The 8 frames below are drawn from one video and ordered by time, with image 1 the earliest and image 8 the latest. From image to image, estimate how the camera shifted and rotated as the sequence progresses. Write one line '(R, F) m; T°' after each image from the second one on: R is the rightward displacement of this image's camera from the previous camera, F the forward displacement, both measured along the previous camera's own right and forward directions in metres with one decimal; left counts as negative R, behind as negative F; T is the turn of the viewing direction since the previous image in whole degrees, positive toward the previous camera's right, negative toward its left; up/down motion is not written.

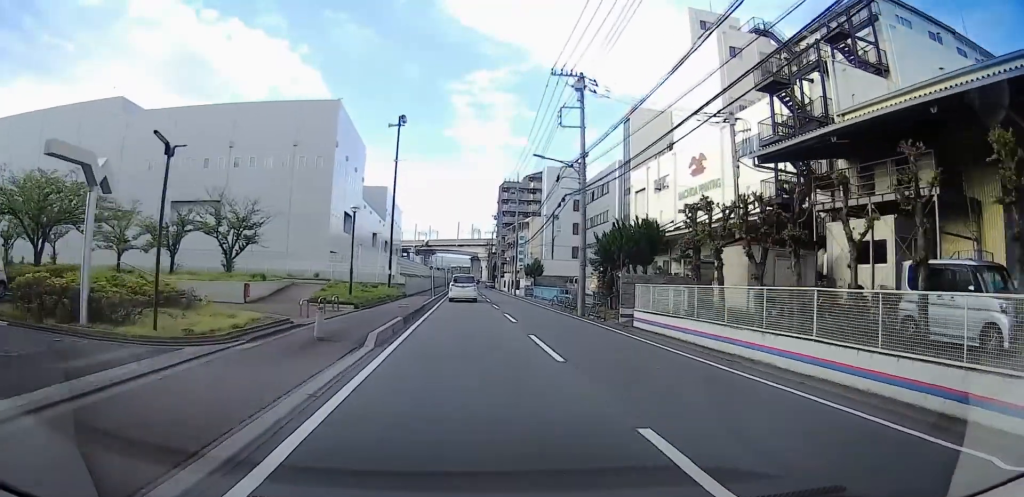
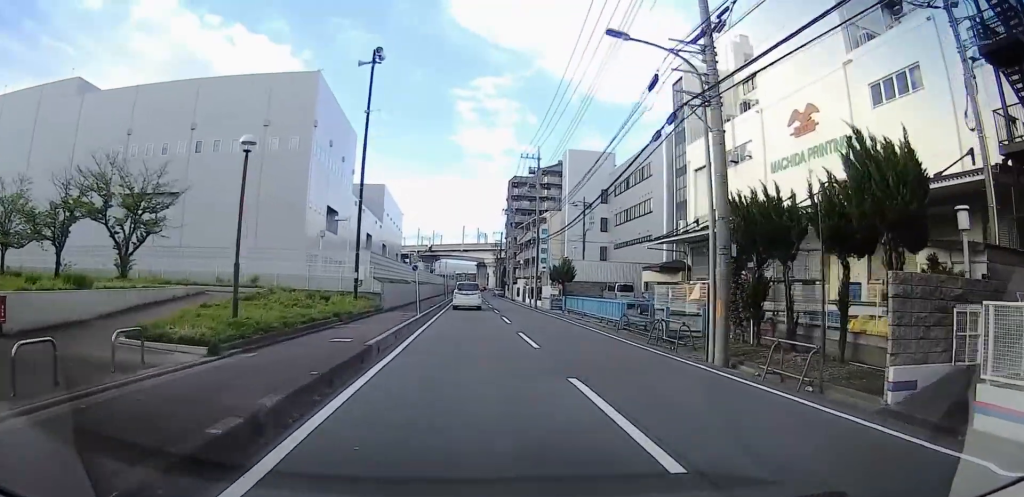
(-0.5, +18.9) m; 0°
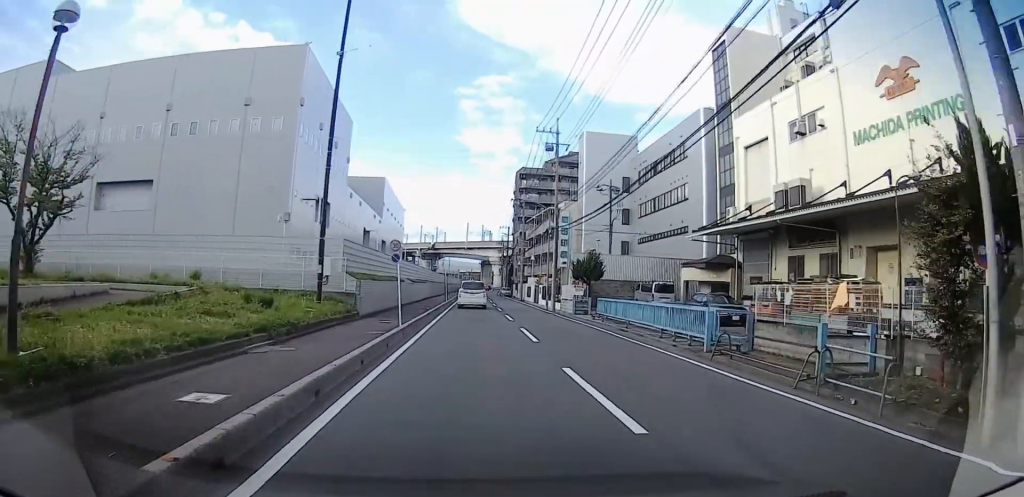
(+0.3, +10.3) m; +2°
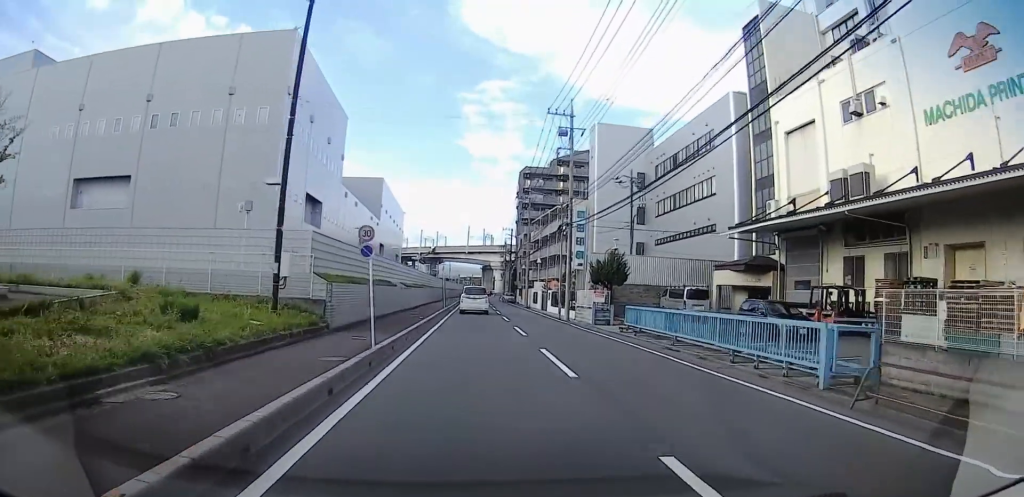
(+0.1, +6.7) m; +1°
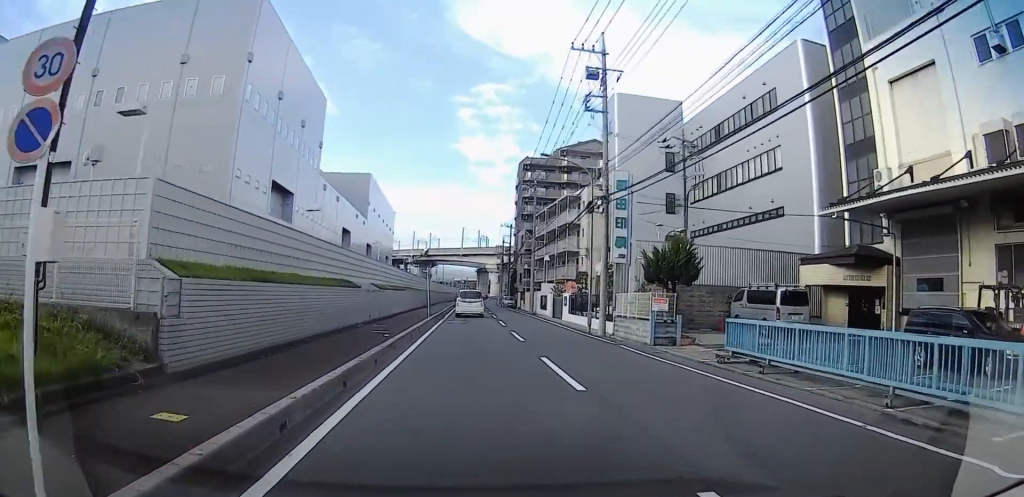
(+0.1, +13.3) m; 0°
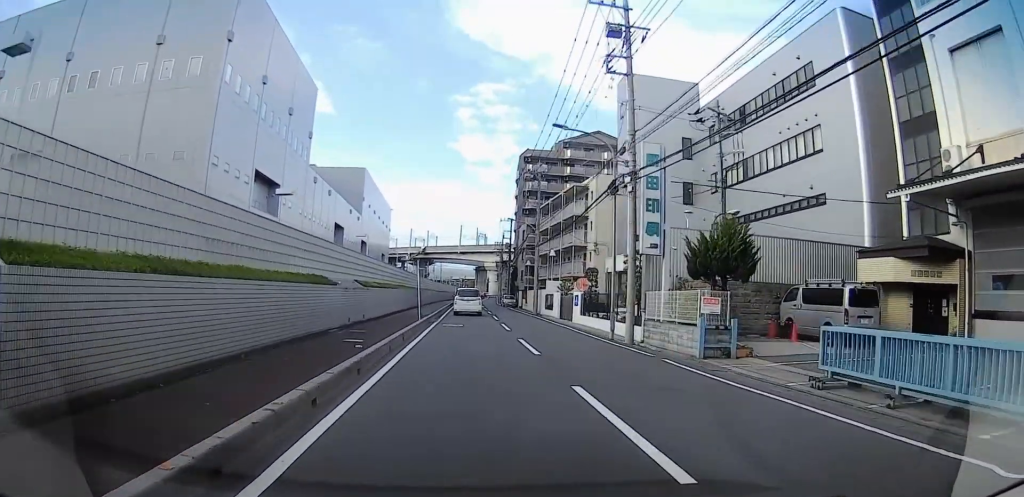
(0.0, +5.5) m; 0°
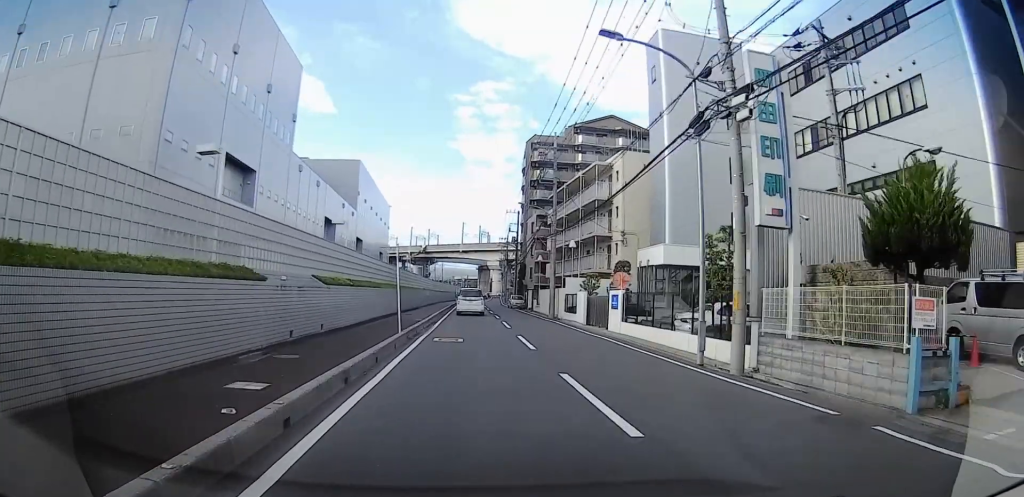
(0.0, +10.0) m; 0°
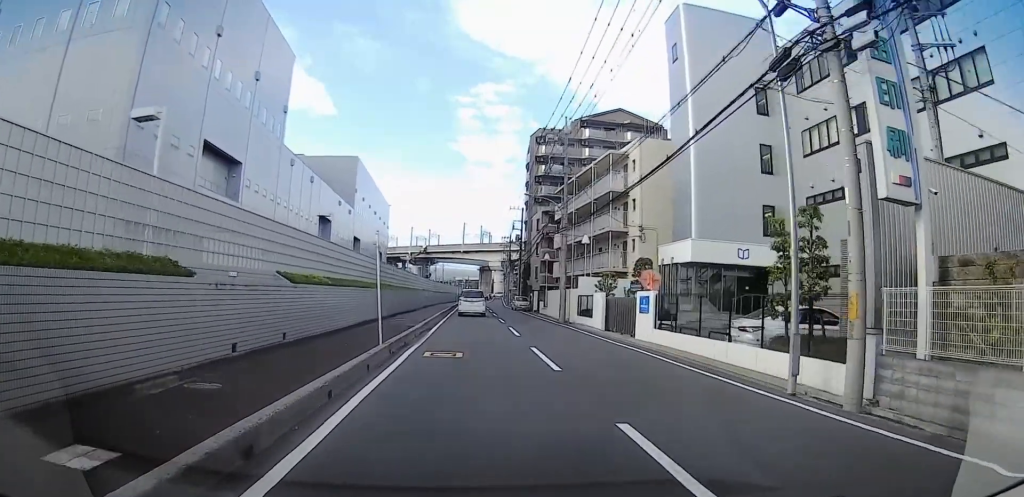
(0.0, +4.9) m; 0°
